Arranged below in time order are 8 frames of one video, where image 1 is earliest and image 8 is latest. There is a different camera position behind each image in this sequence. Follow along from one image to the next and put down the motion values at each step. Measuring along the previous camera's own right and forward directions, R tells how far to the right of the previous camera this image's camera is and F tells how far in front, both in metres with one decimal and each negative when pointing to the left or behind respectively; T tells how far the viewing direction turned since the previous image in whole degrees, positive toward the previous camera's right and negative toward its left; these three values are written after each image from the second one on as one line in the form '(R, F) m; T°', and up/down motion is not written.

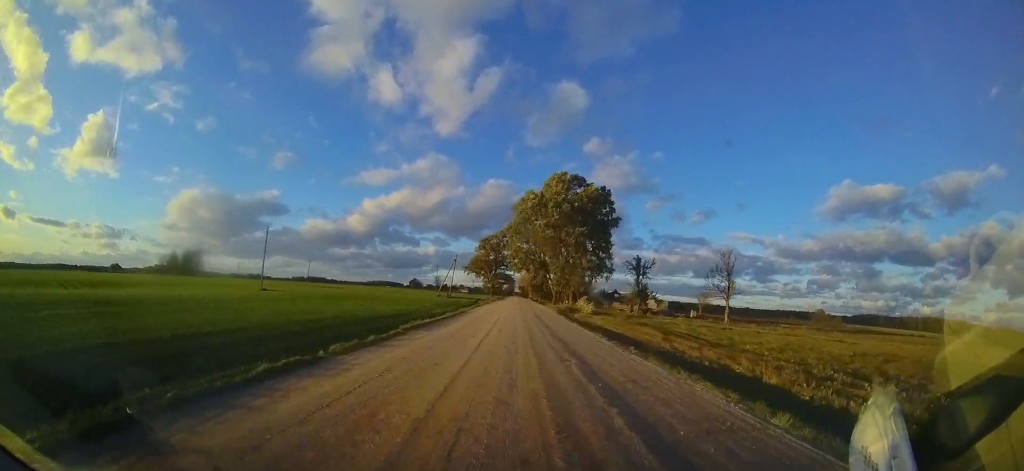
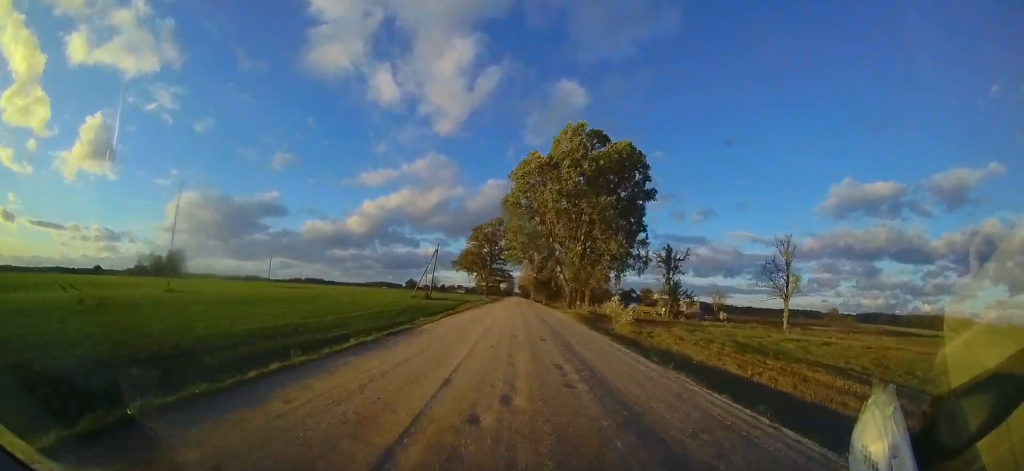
(+0.2, +15.4) m; +1°
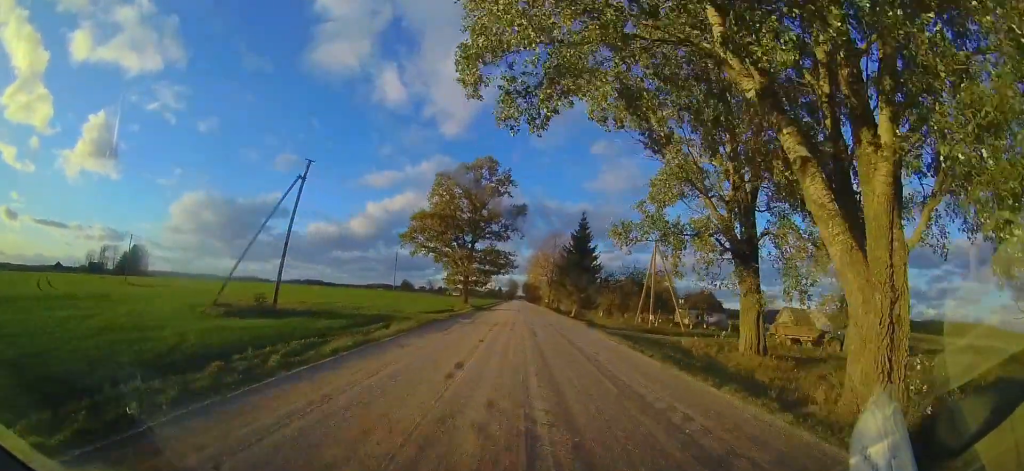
(0.0, +35.9) m; -1°
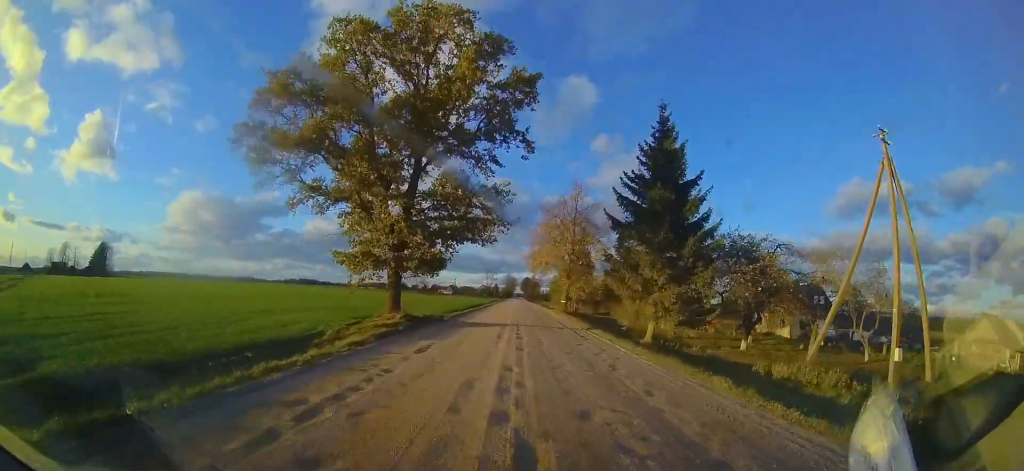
(-0.3, +23.4) m; -1°
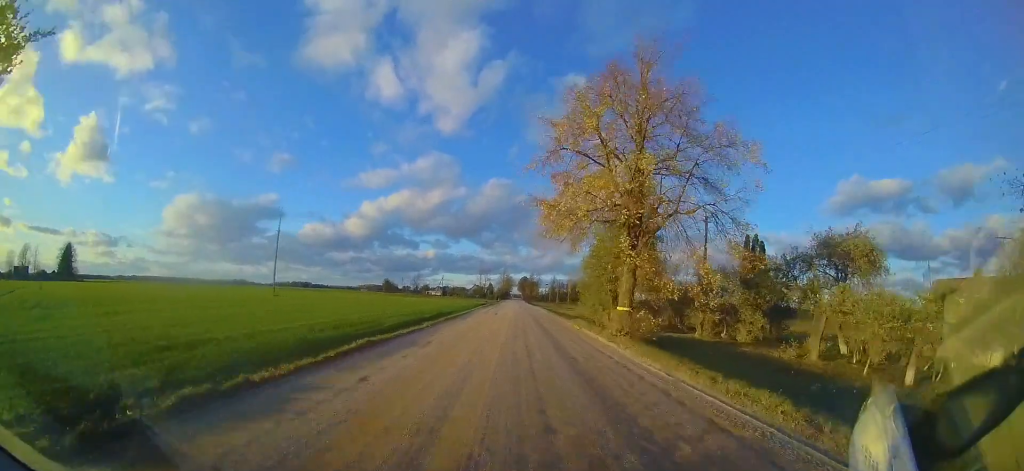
(+0.1, +22.8) m; +1°
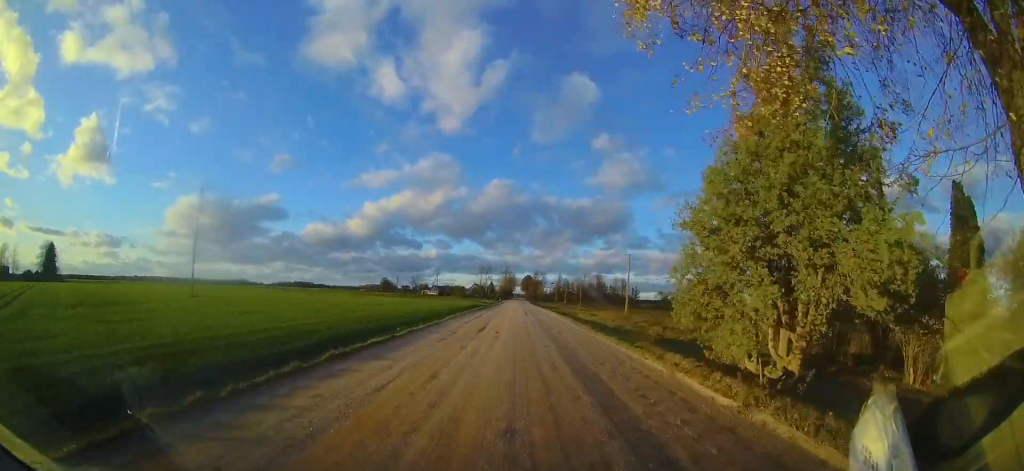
(+0.2, +14.6) m; +1°
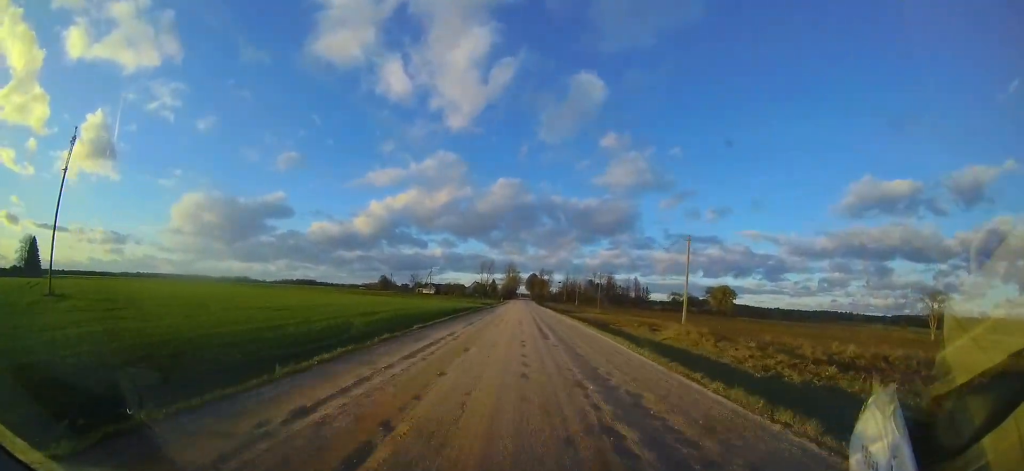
(0.0, +16.3) m; -1°
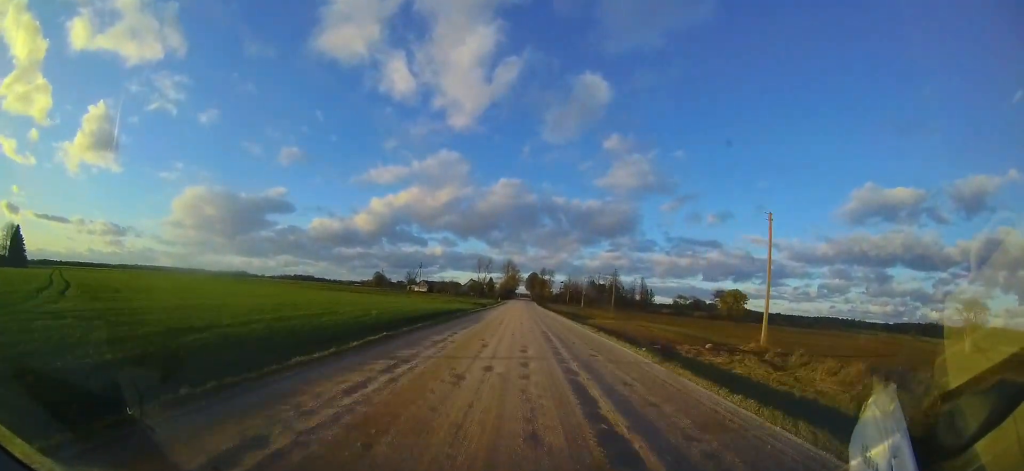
(-0.1, +11.6) m; 0°
